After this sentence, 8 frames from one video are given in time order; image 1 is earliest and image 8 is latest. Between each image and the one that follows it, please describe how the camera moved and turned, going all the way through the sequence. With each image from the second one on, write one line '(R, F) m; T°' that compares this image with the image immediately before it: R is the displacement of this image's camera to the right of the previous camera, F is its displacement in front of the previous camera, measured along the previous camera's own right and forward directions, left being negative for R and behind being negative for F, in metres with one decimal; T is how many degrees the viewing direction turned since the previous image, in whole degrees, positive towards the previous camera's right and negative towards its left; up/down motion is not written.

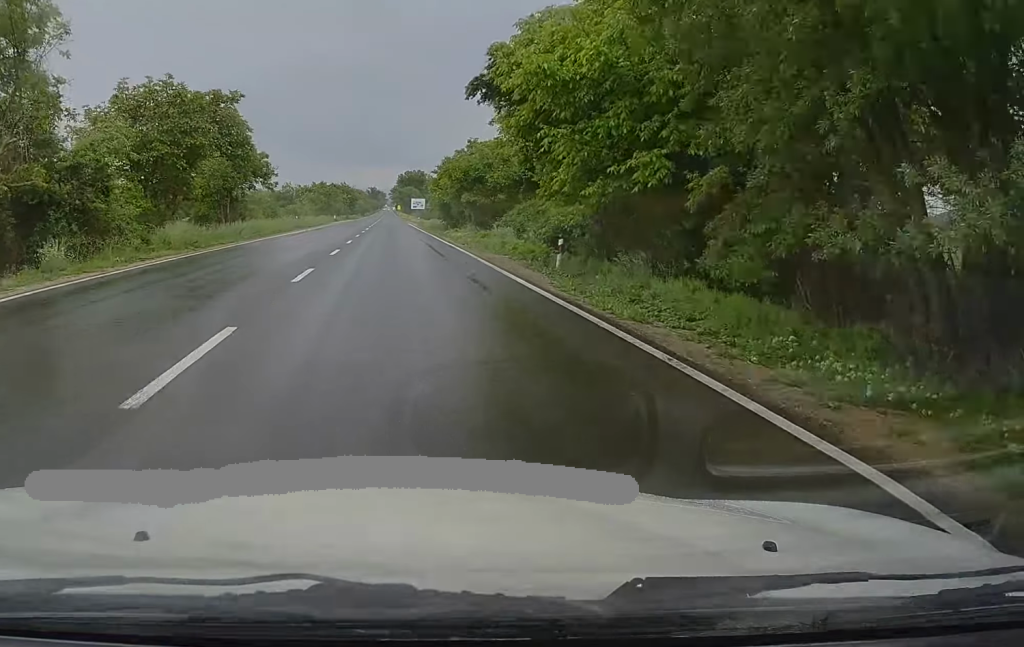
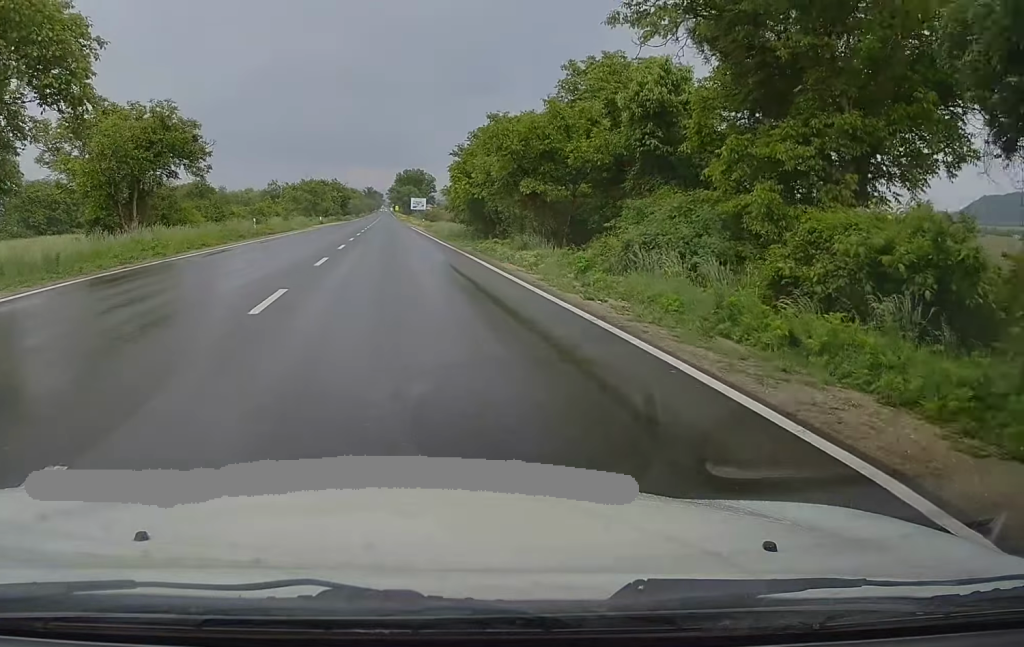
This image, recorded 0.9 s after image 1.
(+0.2, +22.1) m; 0°
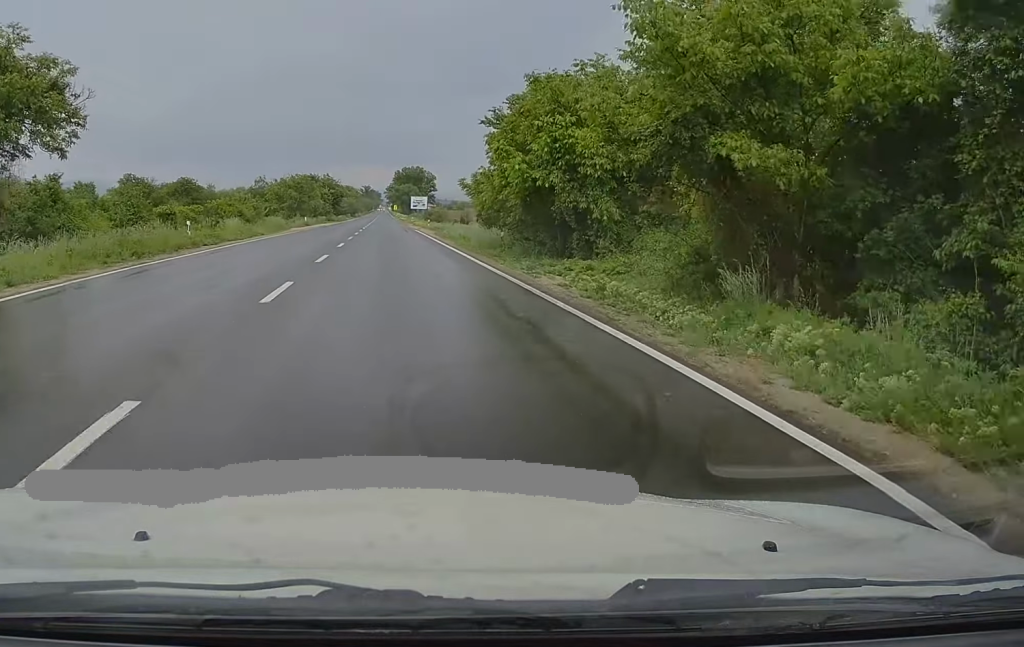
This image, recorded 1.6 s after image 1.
(-0.3, +16.5) m; 0°
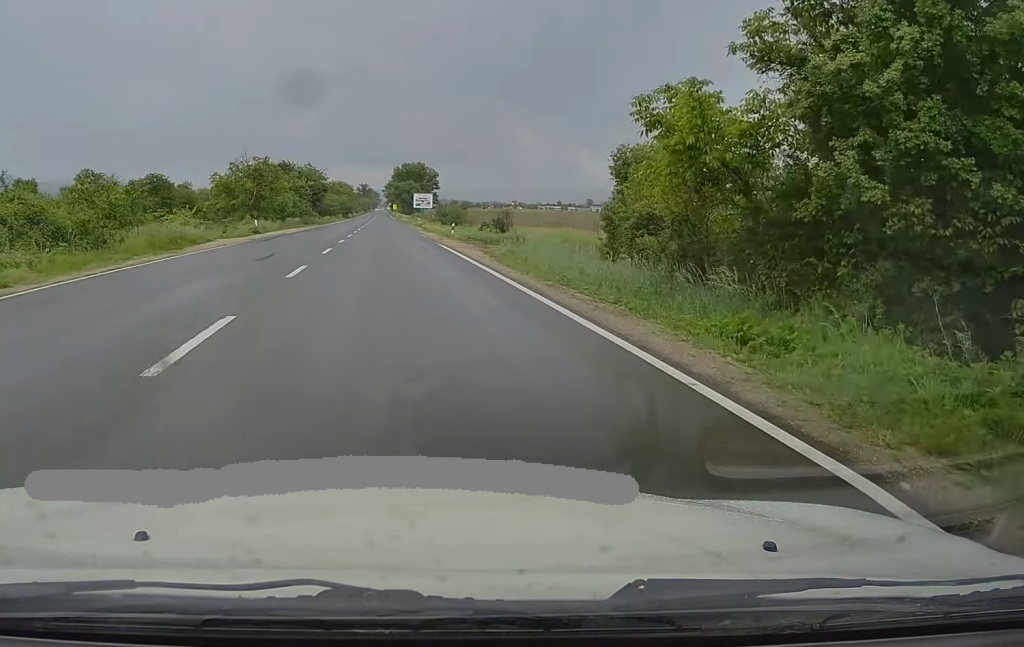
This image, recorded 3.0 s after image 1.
(+0.4, +31.3) m; 0°
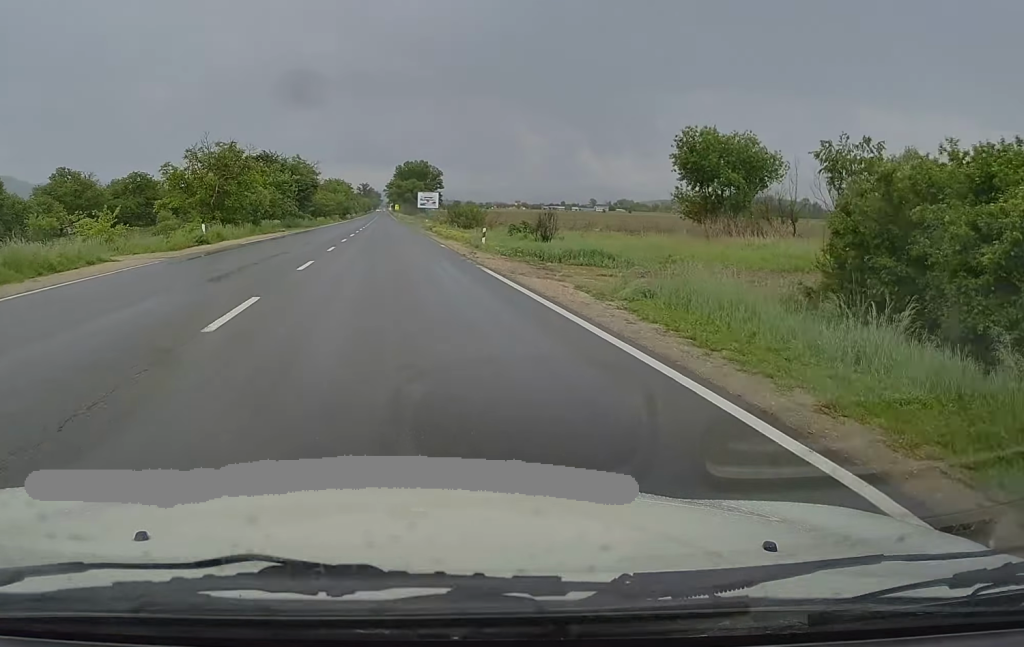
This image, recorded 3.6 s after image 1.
(-0.3, +15.6) m; 0°
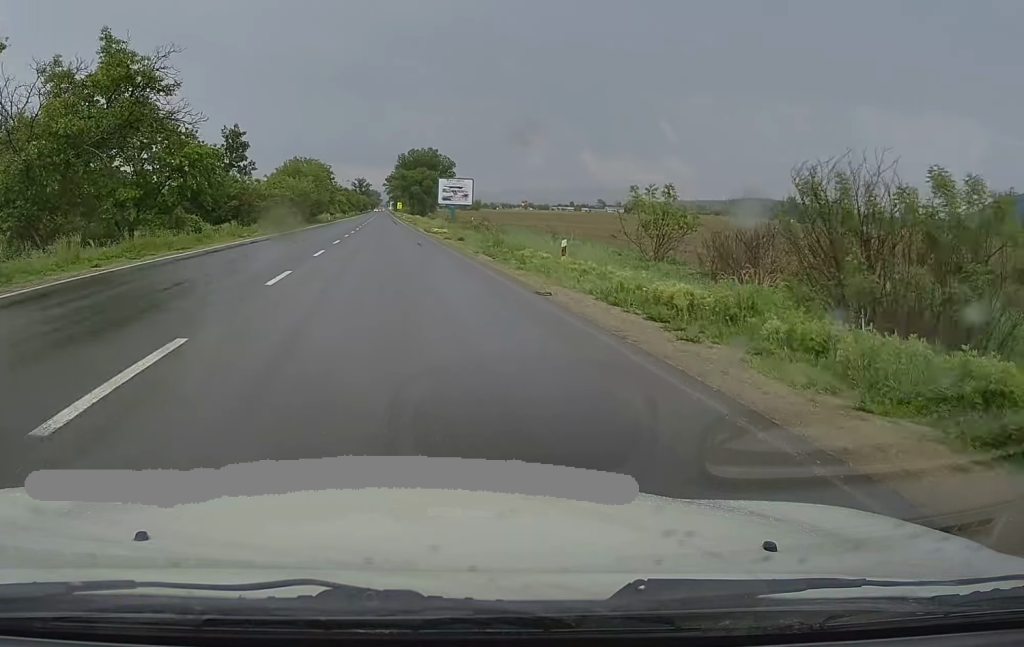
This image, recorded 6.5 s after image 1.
(-0.2, +65.7) m; -1°
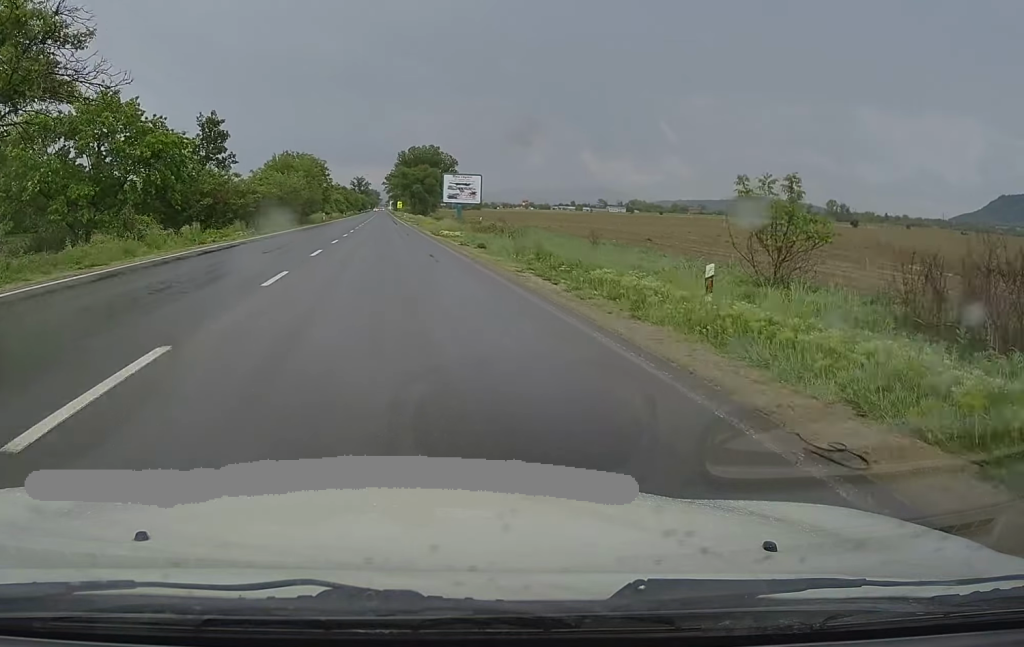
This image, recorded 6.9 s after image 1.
(0.0, +9.1) m; 0°
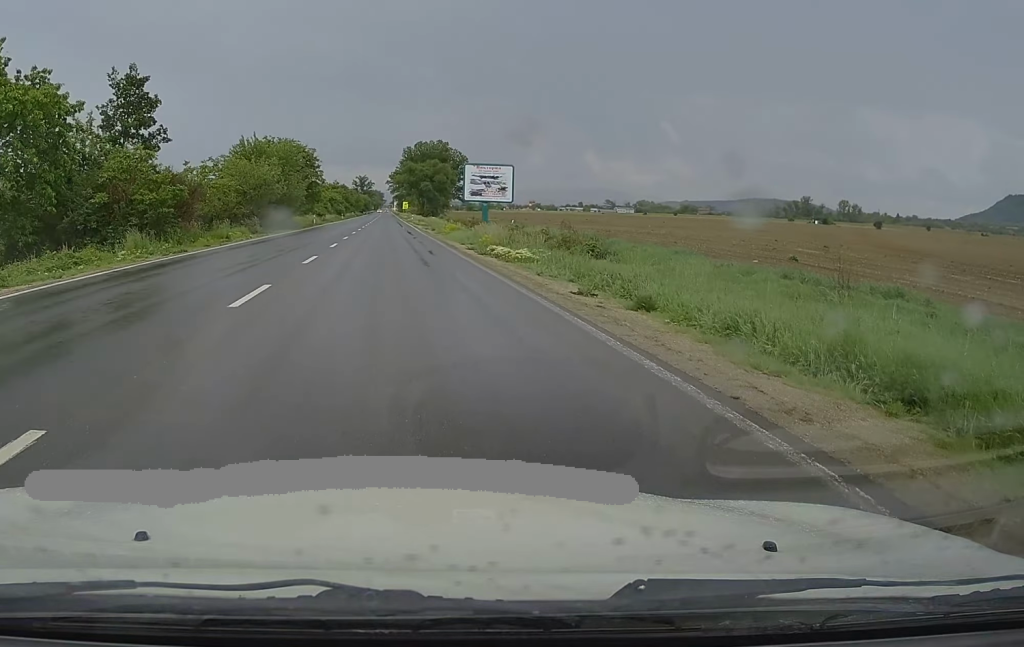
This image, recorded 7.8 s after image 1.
(+0.1, +20.5) m; 0°
